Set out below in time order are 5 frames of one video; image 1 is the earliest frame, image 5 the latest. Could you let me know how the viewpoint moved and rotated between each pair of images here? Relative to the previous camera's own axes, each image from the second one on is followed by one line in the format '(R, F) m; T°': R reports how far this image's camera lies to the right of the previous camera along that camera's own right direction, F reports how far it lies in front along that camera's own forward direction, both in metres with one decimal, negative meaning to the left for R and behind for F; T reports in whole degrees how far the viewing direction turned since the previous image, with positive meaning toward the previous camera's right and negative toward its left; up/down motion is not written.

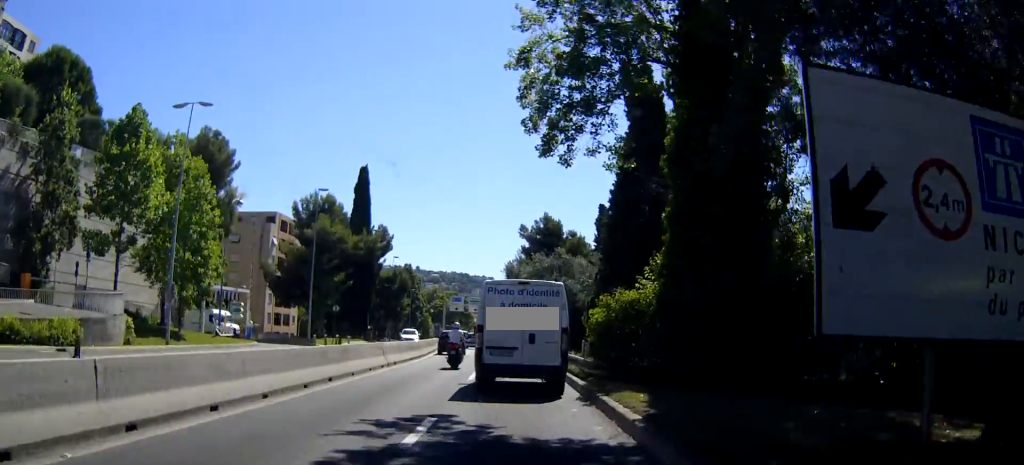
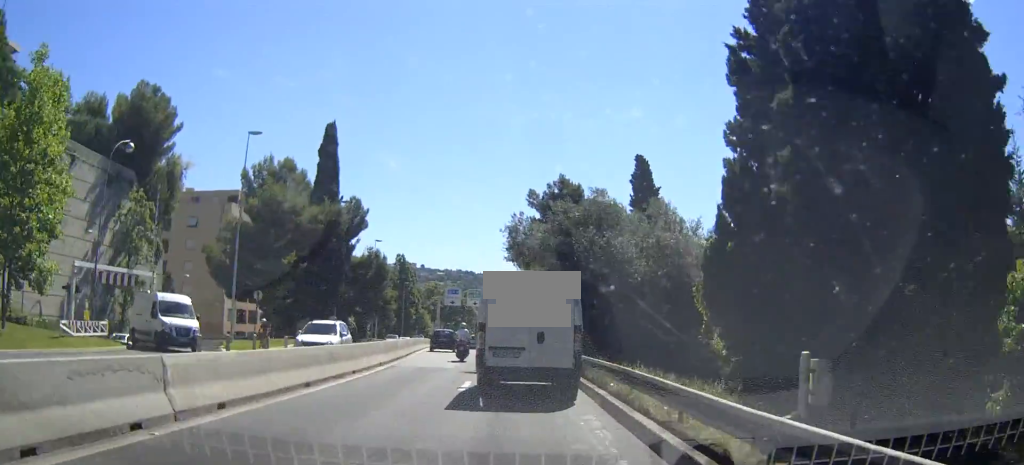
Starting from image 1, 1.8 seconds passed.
(+0.9, +16.3) m; 0°
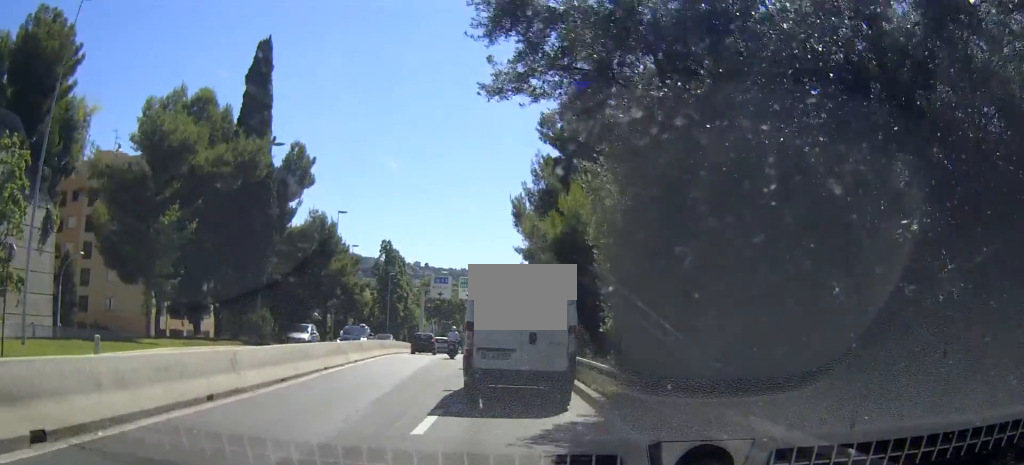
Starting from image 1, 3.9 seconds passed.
(-0.1, +19.7) m; 0°
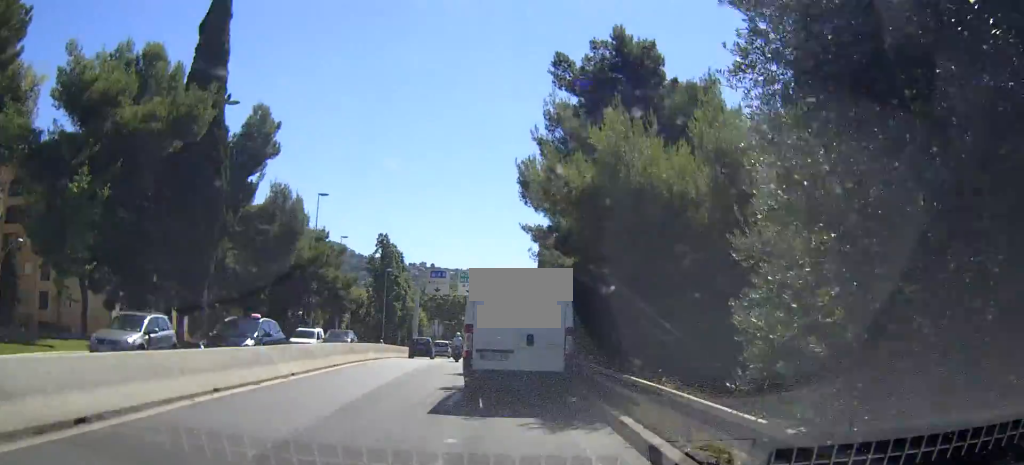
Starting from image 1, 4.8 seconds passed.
(-0.2, +8.9) m; -2°
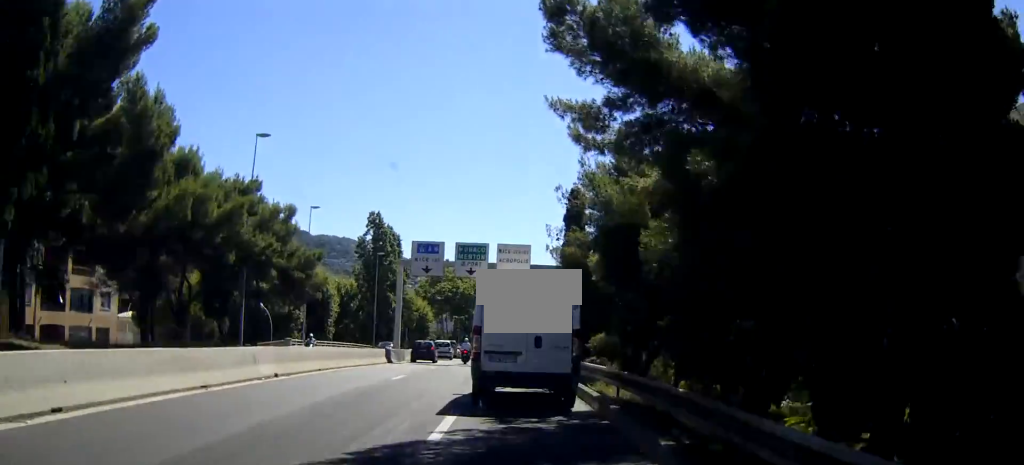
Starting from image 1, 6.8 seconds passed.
(-0.4, +17.3) m; -2°
